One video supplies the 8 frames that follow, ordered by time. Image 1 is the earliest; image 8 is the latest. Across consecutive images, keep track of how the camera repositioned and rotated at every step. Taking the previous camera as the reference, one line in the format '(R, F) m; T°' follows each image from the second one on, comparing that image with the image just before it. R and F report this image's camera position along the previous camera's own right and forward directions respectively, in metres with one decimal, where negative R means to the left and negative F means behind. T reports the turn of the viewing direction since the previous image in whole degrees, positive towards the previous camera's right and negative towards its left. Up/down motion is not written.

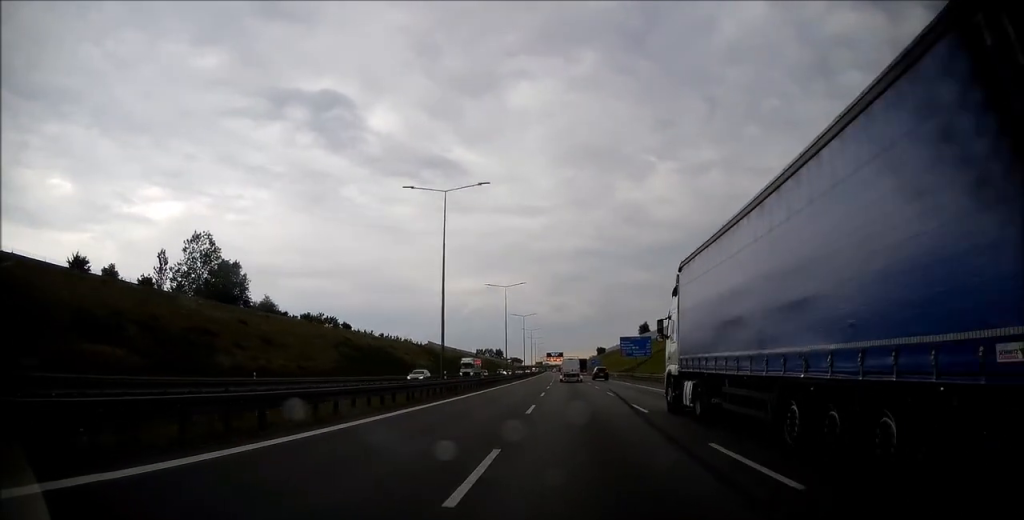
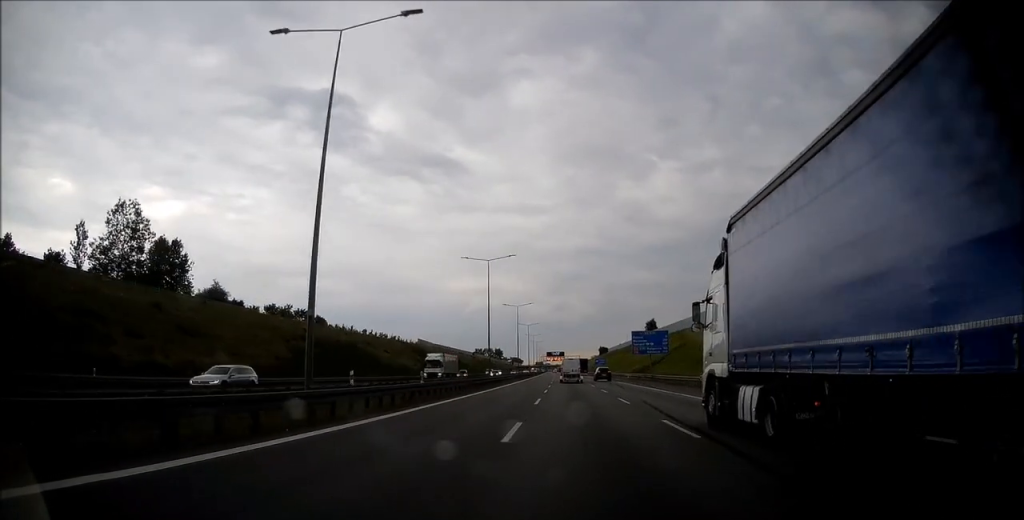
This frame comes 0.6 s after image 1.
(0.0, +18.9) m; 0°
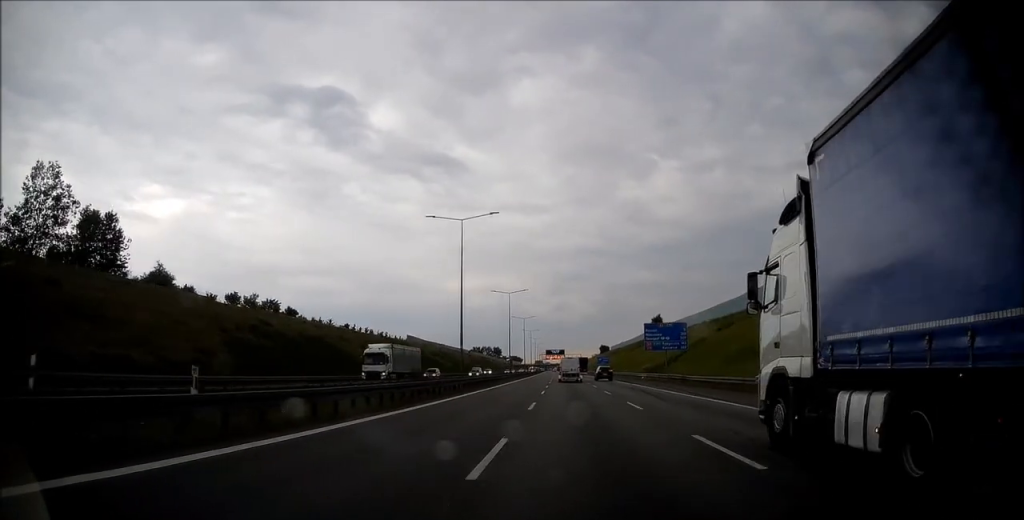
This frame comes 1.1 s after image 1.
(-0.1, +15.8) m; 0°
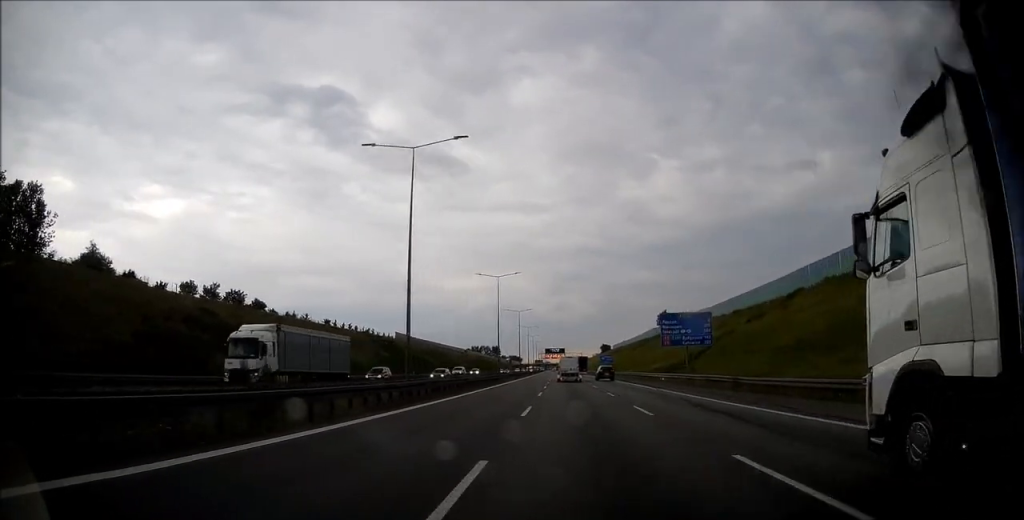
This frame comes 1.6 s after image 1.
(+0.1, +14.7) m; 0°
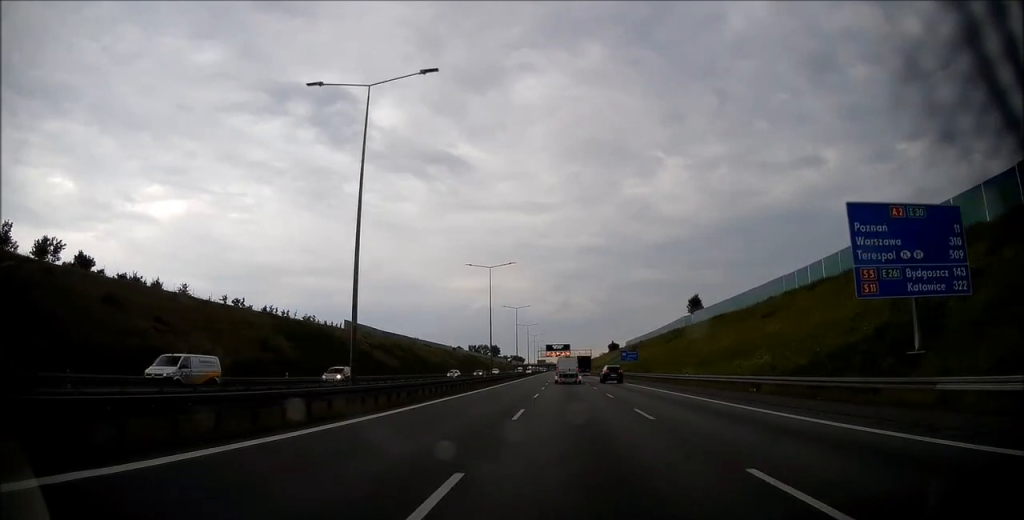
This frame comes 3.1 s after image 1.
(-0.1, +49.3) m; -1°
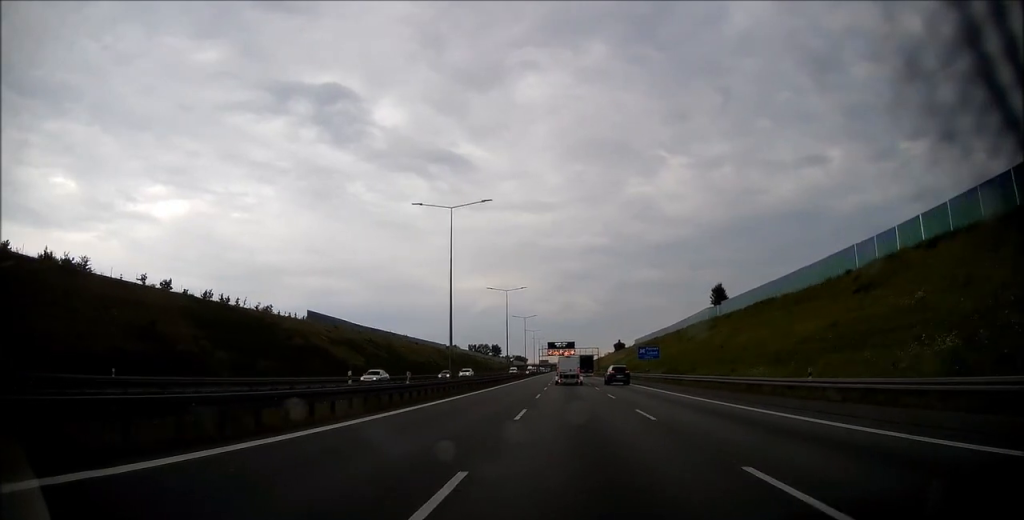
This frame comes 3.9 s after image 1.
(0.0, +24.1) m; 0°
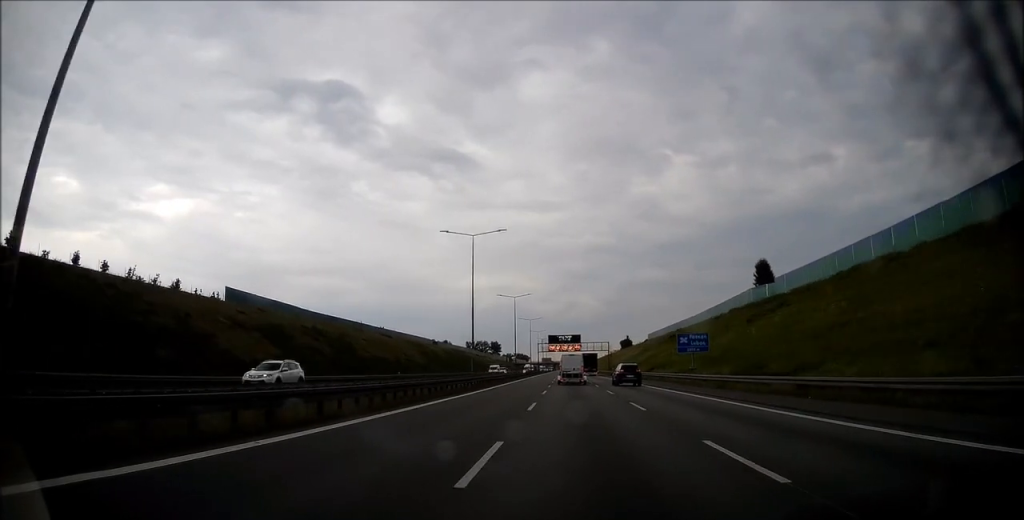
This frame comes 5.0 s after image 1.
(0.0, +33.4) m; -1°
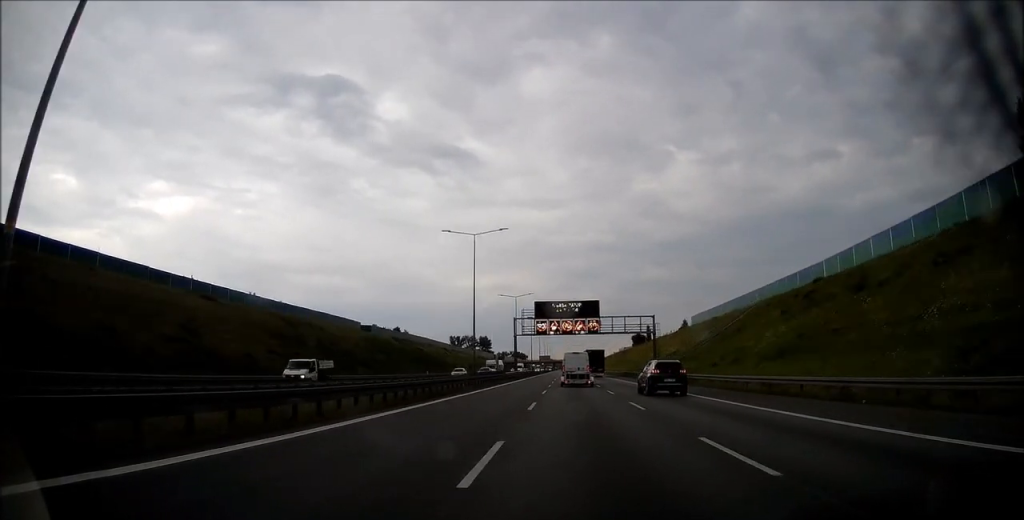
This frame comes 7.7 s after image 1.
(-0.1, +84.6) m; 0°
